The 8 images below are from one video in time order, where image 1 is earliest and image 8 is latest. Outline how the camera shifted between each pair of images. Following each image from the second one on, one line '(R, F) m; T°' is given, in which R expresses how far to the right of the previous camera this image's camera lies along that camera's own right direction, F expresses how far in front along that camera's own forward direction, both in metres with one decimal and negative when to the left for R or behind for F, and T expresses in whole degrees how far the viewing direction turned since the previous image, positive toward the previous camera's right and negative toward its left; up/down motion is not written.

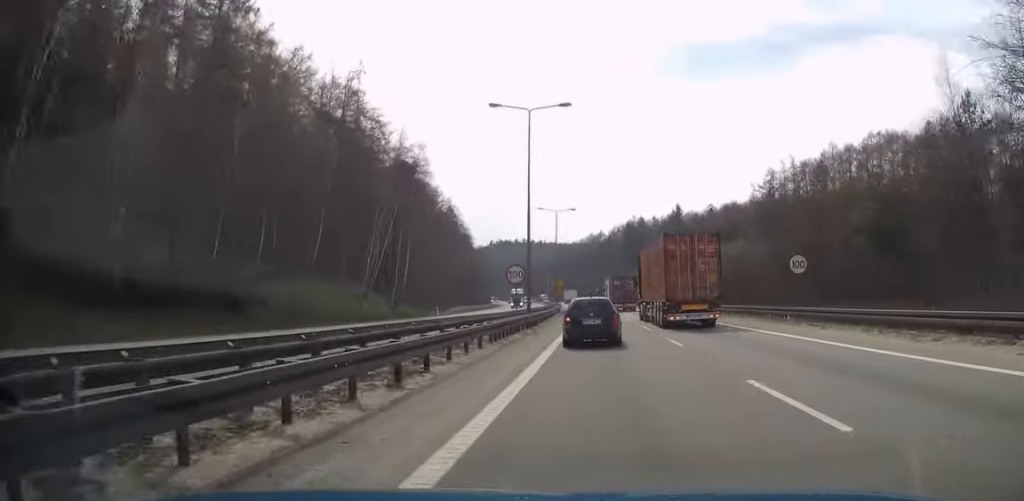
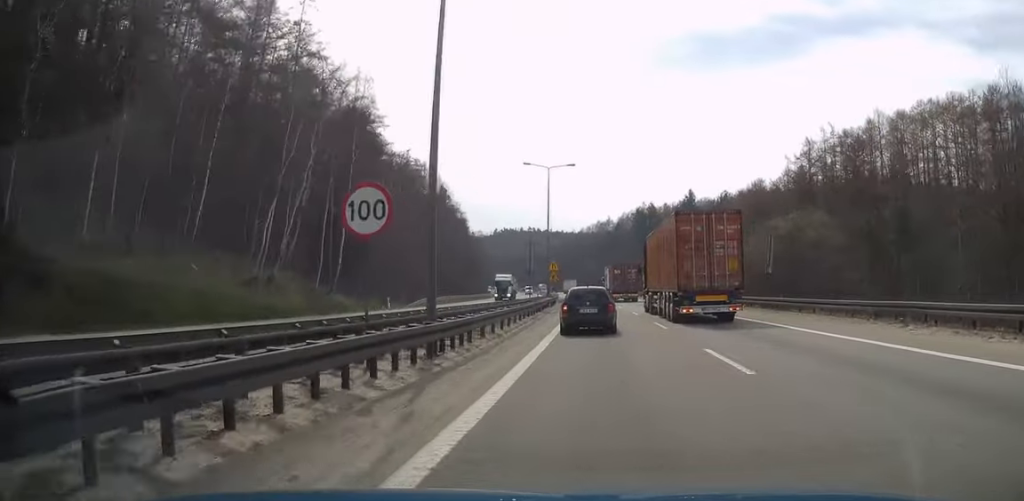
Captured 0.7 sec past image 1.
(+0.1, +20.4) m; 0°
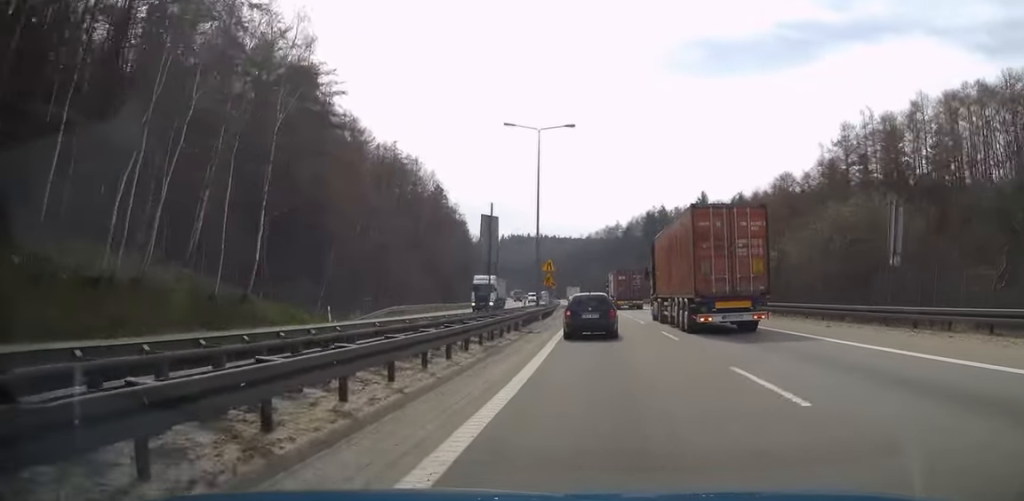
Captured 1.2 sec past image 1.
(-0.1, +14.8) m; 0°
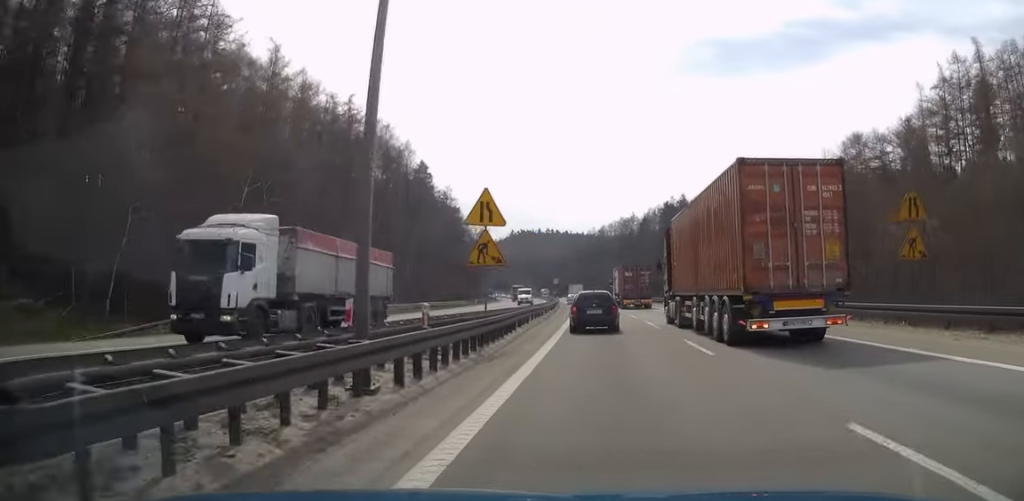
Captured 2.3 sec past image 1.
(-0.3, +30.0) m; -1°
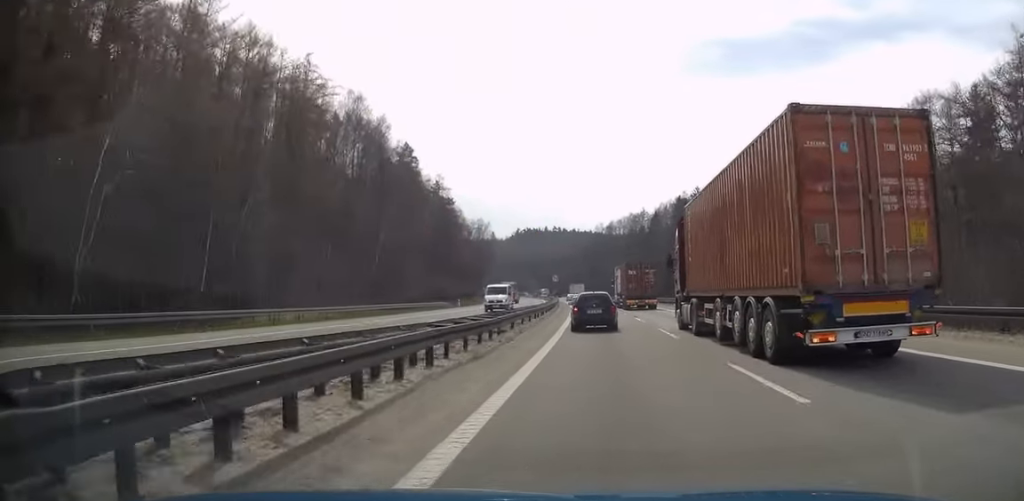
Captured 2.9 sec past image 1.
(0.0, +18.7) m; -1°
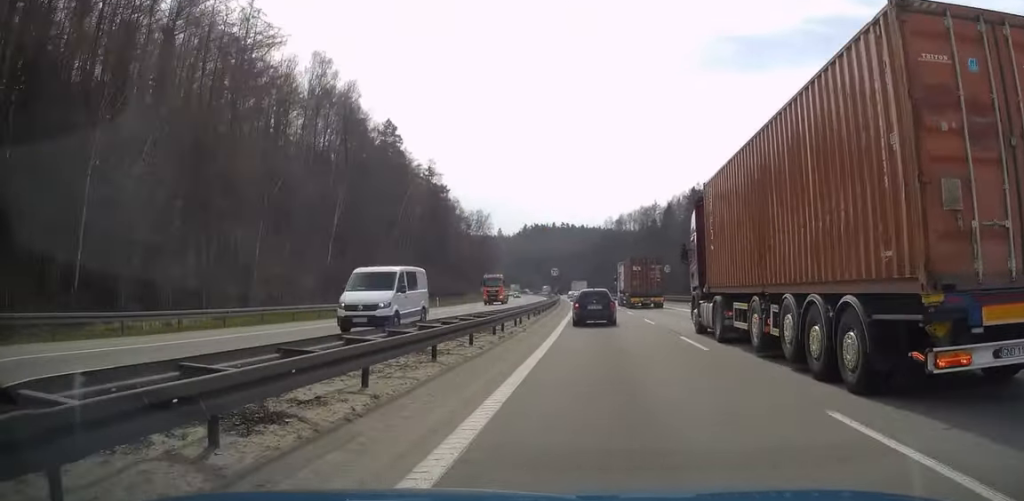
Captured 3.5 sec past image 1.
(-0.2, +17.4) m; -1°
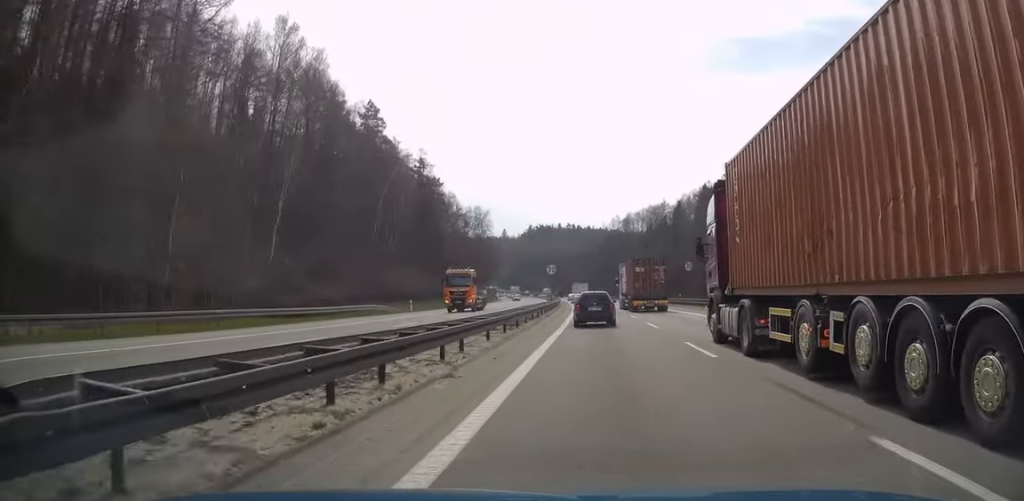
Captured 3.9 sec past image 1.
(0.0, +13.4) m; -1°
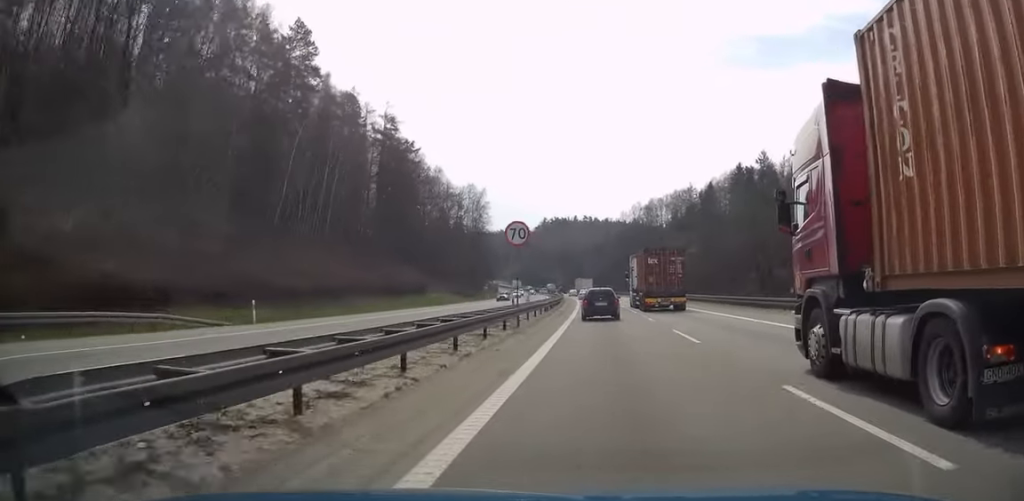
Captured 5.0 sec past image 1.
(-0.6, +33.4) m; -1°
